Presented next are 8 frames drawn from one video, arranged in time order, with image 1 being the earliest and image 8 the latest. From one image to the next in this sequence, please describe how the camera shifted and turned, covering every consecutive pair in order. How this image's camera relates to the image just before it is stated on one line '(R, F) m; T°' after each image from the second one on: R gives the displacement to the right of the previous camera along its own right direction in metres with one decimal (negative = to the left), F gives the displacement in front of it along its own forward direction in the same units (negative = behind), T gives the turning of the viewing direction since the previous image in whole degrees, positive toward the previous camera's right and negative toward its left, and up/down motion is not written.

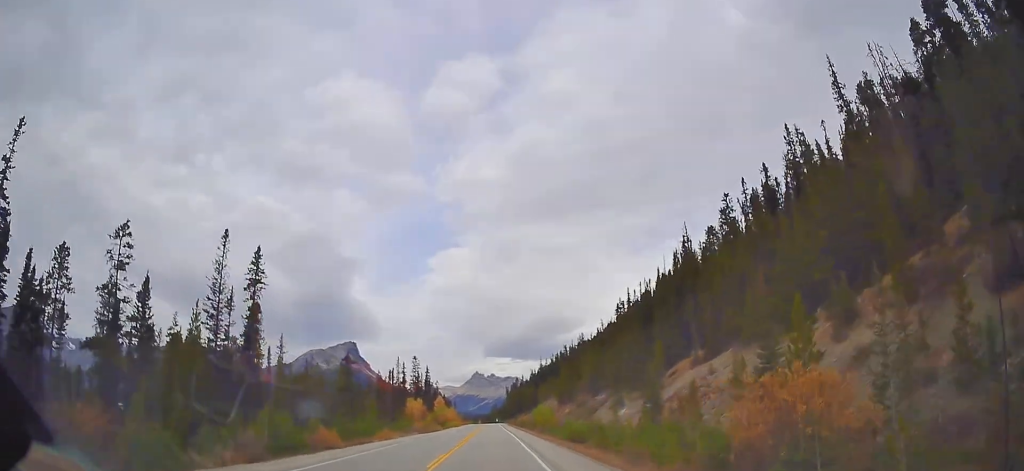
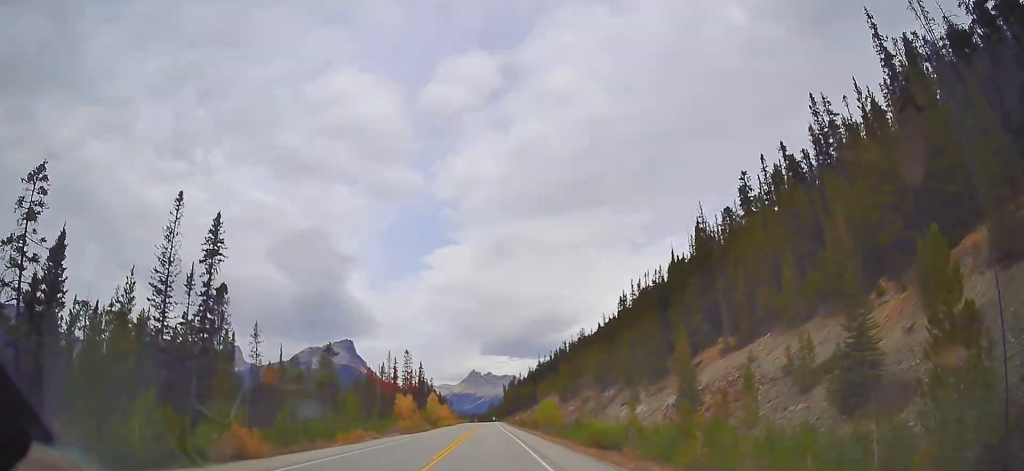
(0.0, +10.7) m; 0°
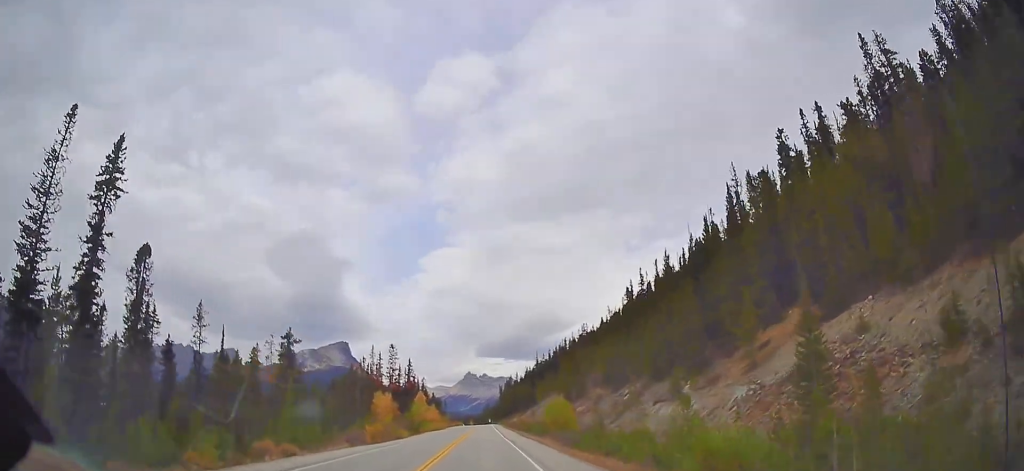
(-0.2, +16.5) m; +1°
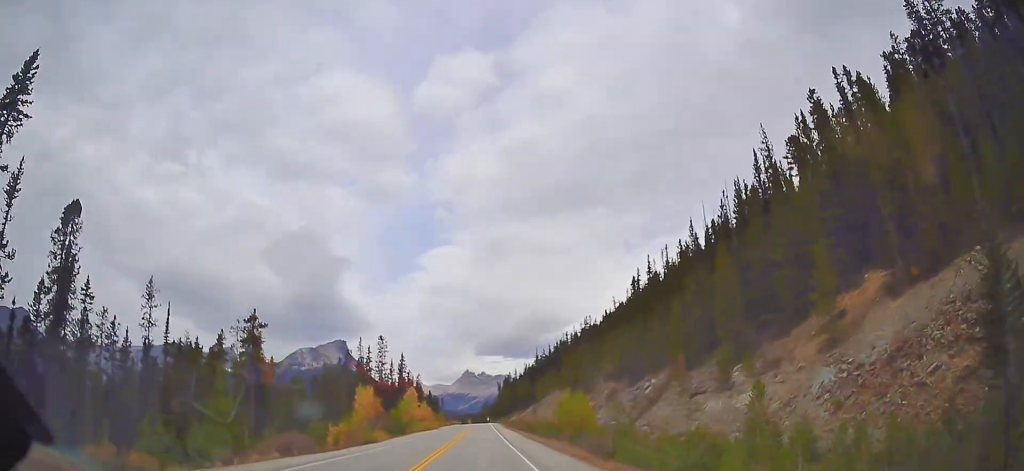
(+0.3, +11.4) m; 0°
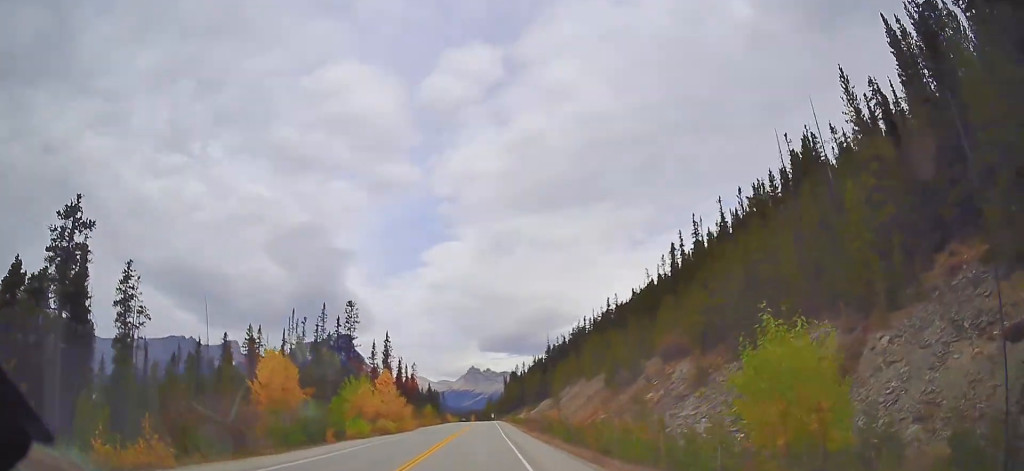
(-0.2, +34.2) m; 0°
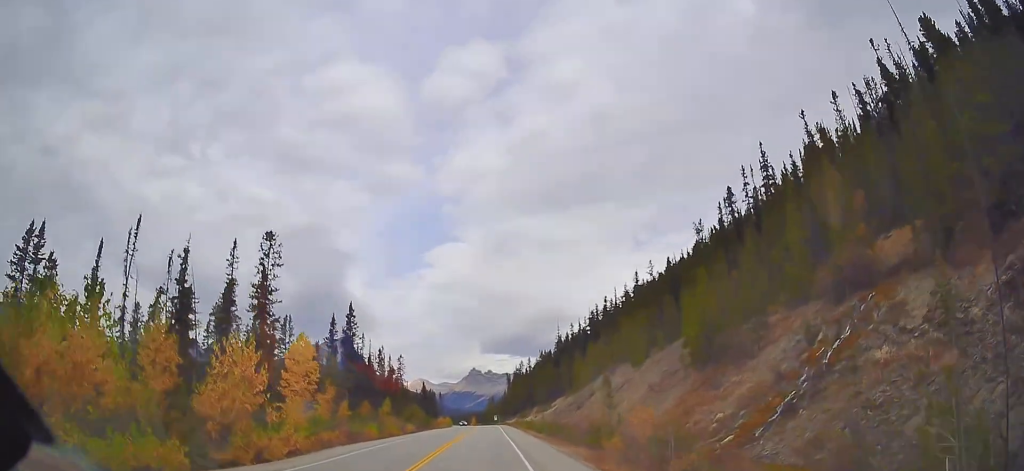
(+0.2, +37.9) m; -1°
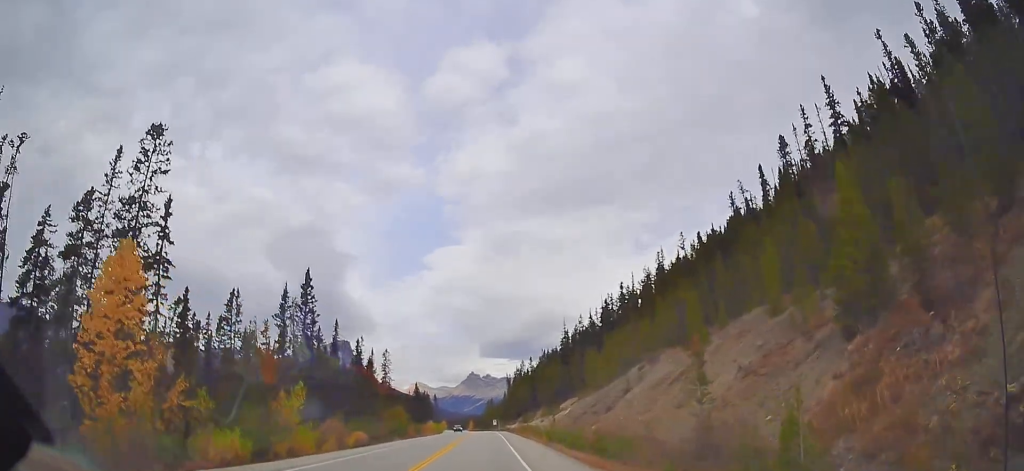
(-0.3, +23.9) m; 0°
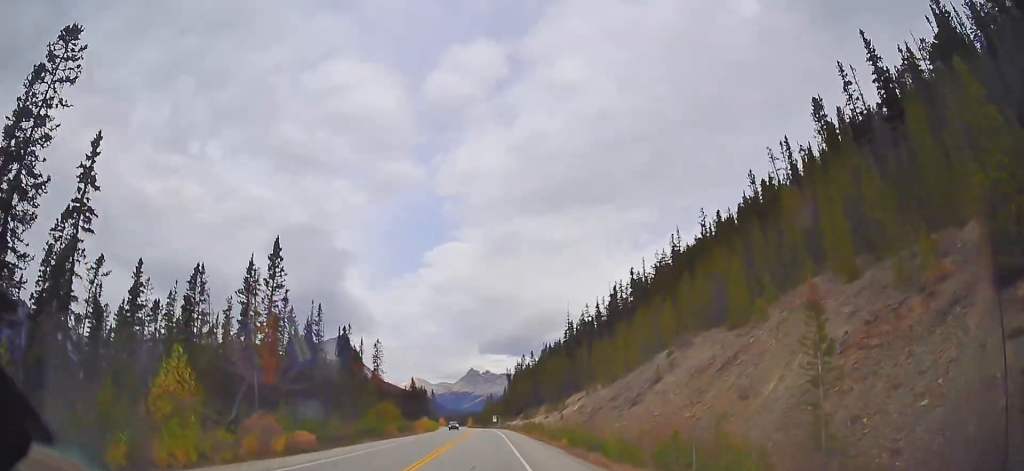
(-0.1, +12.7) m; 0°
